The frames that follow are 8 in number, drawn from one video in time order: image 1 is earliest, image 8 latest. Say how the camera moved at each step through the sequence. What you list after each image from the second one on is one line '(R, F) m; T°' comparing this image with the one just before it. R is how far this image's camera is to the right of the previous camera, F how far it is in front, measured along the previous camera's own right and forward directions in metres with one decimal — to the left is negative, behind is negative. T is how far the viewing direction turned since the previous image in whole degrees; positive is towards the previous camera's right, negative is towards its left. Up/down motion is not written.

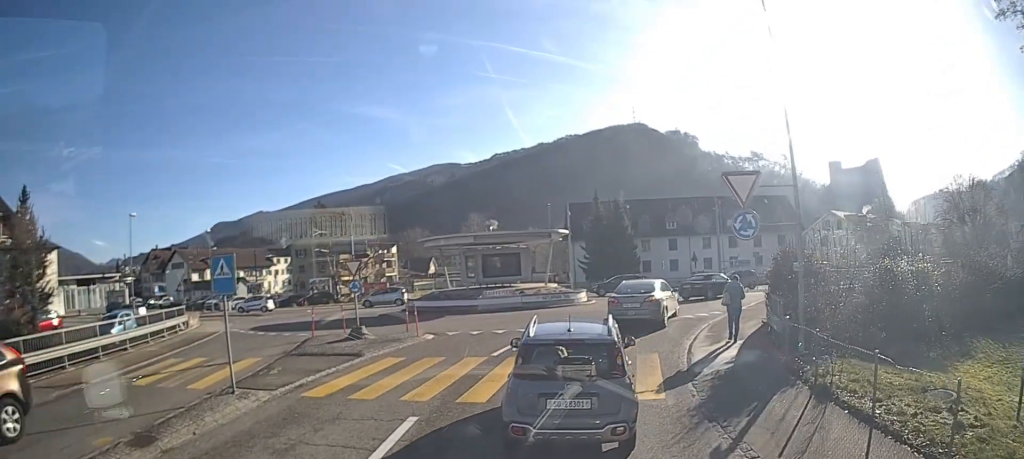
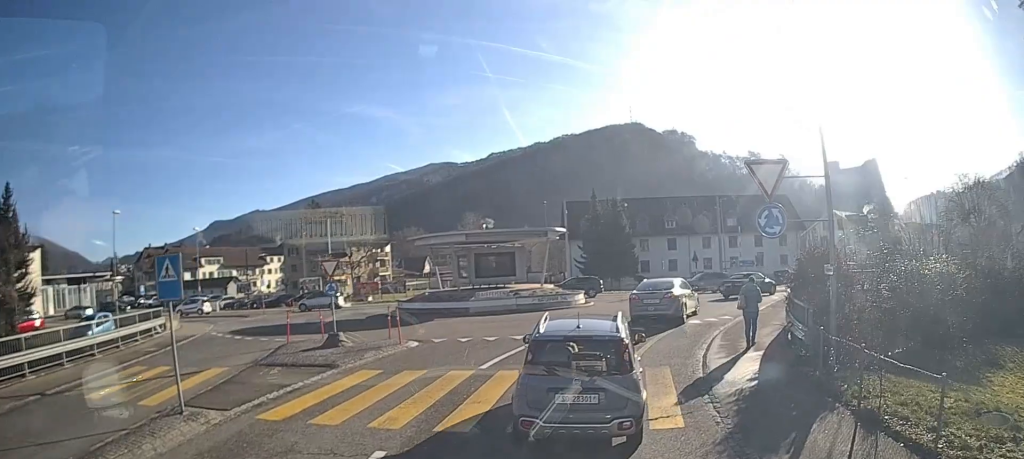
(0.0, +1.3) m; 0°
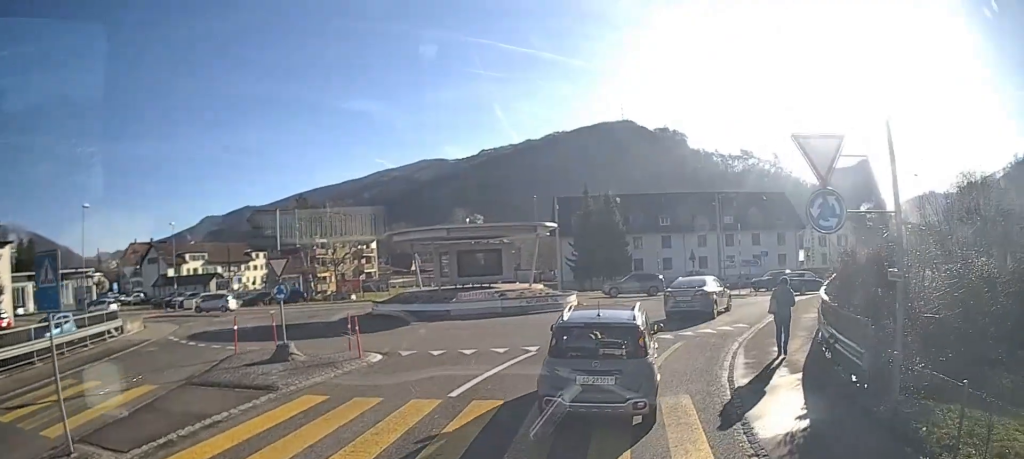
(0.0, +2.2) m; -1°
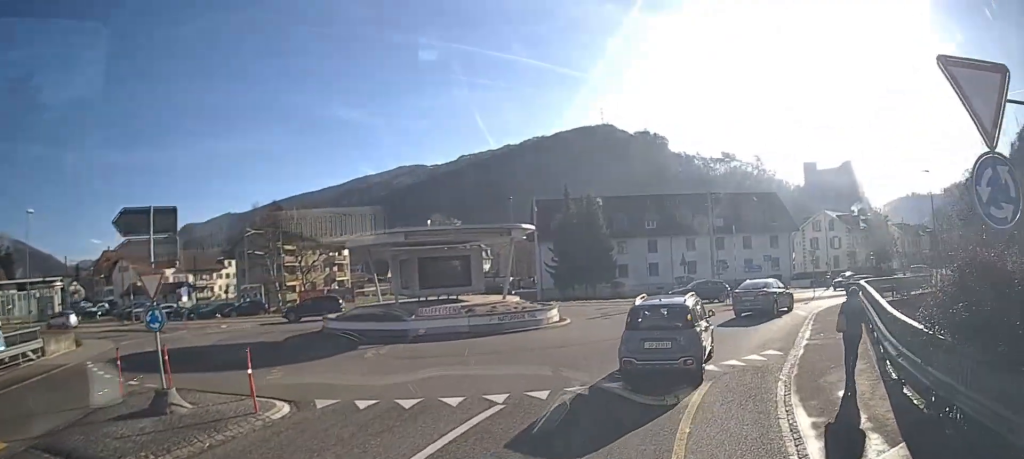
(-0.1, +4.0) m; -2°
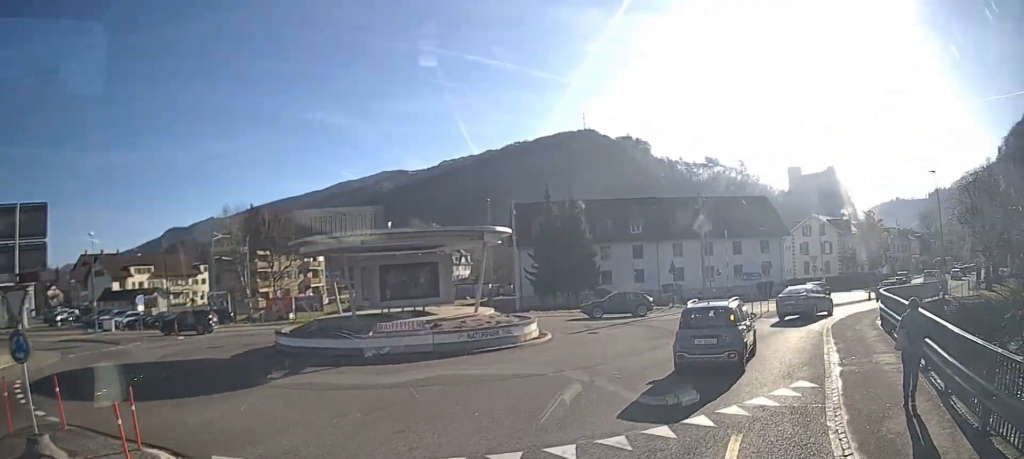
(0.0, +2.6) m; +2°
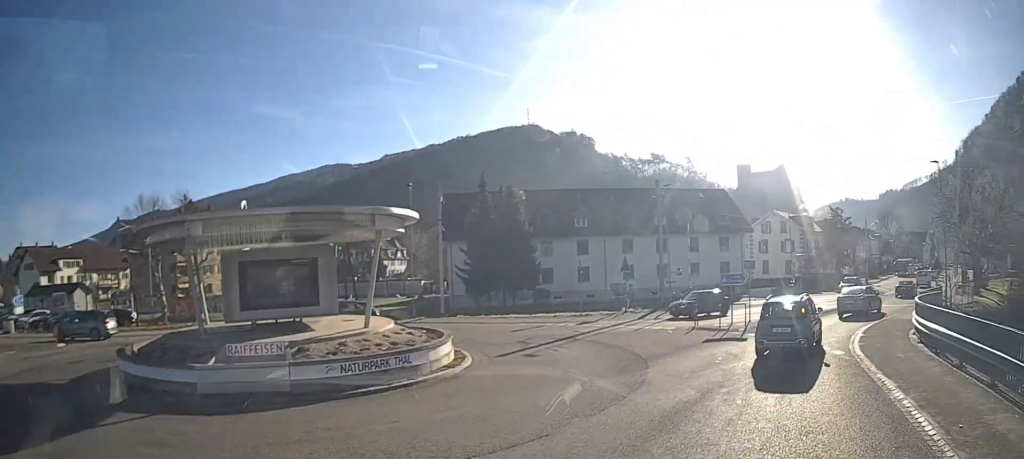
(+0.4, +5.2) m; +13°
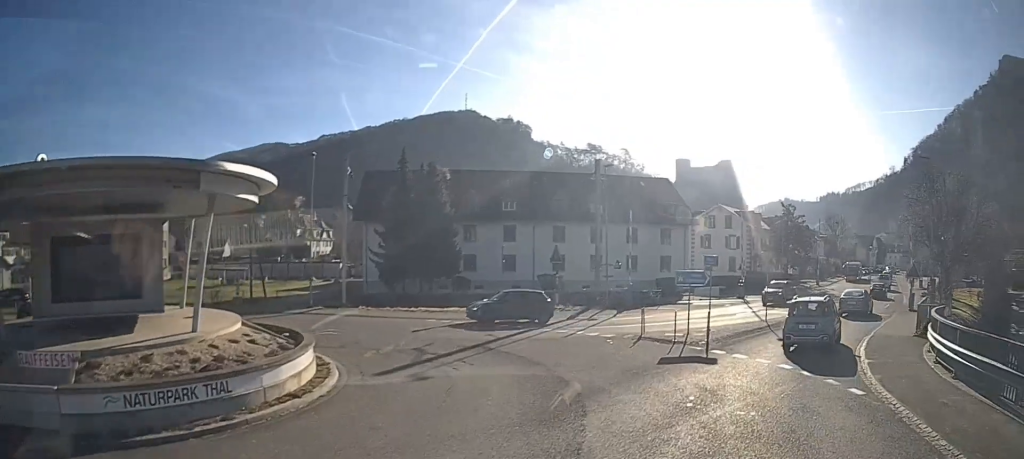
(+0.4, +4.2) m; +6°
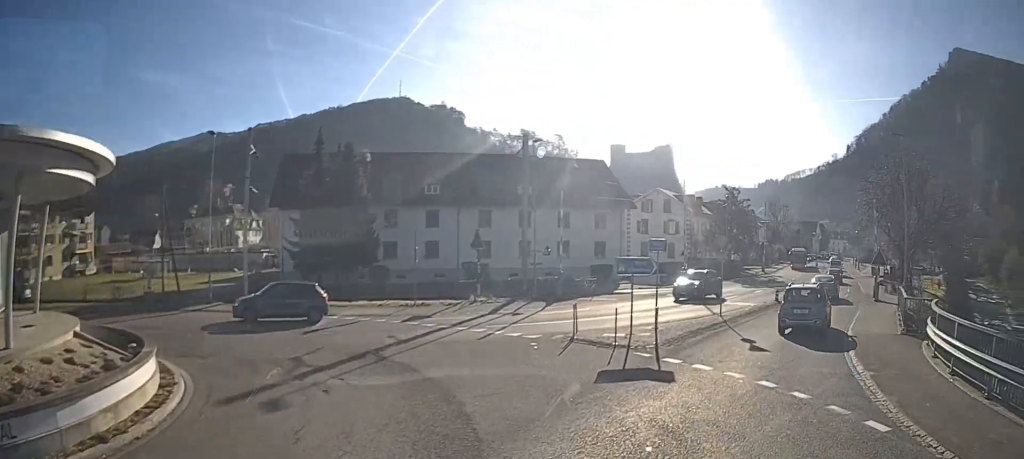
(0.0, +3.2) m; +3°
